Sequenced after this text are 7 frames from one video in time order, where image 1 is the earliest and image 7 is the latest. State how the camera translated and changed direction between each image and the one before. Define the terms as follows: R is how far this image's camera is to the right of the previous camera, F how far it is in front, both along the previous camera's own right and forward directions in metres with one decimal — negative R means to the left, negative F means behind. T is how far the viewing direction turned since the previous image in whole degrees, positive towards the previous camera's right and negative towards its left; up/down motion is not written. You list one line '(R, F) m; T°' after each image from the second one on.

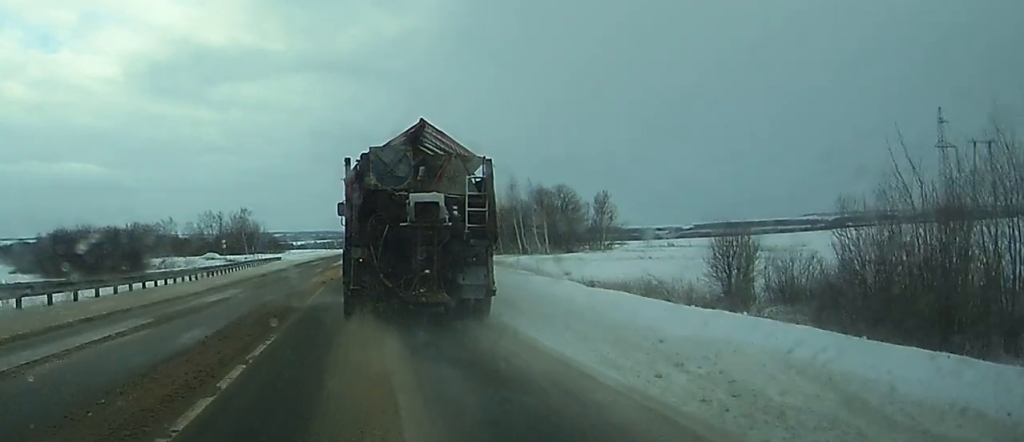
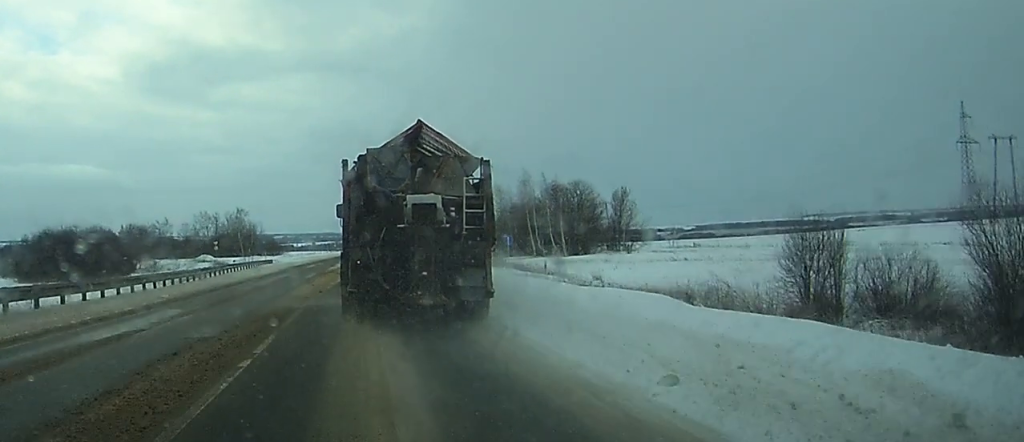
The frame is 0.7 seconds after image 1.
(0.0, +10.4) m; 0°
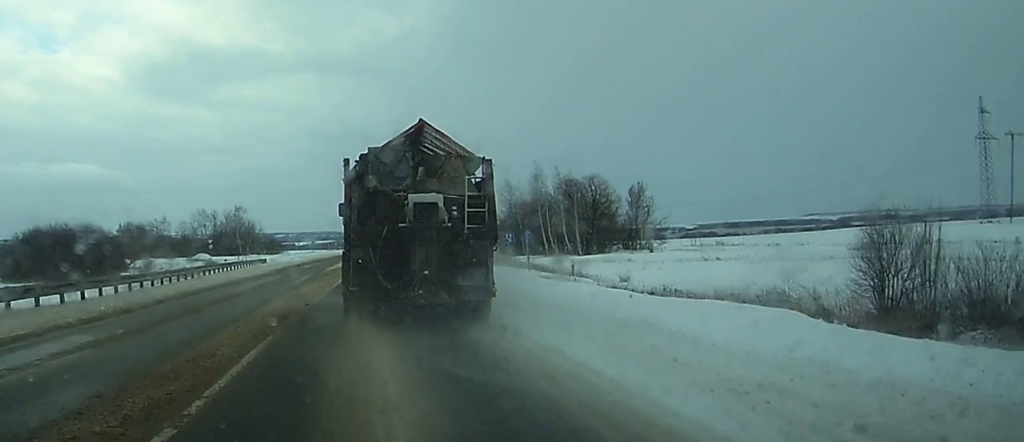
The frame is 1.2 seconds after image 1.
(0.0, +7.5) m; 0°
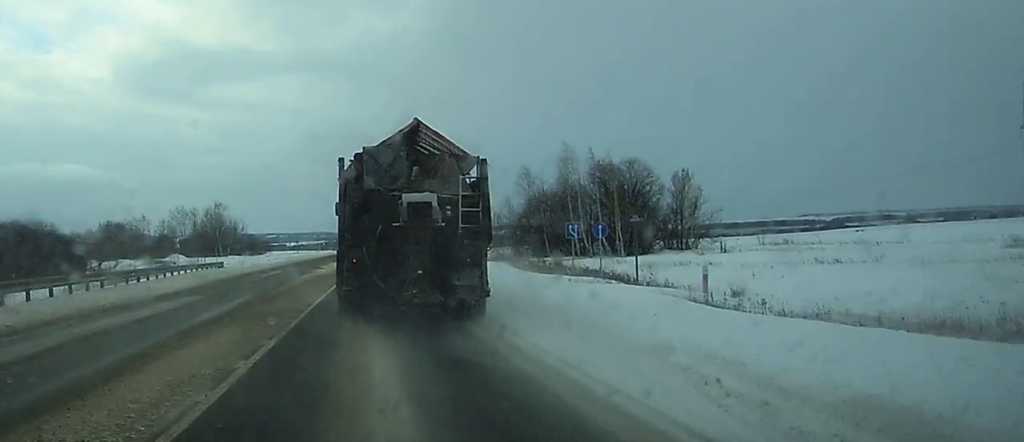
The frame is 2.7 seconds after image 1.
(+0.1, +22.0) m; 0°
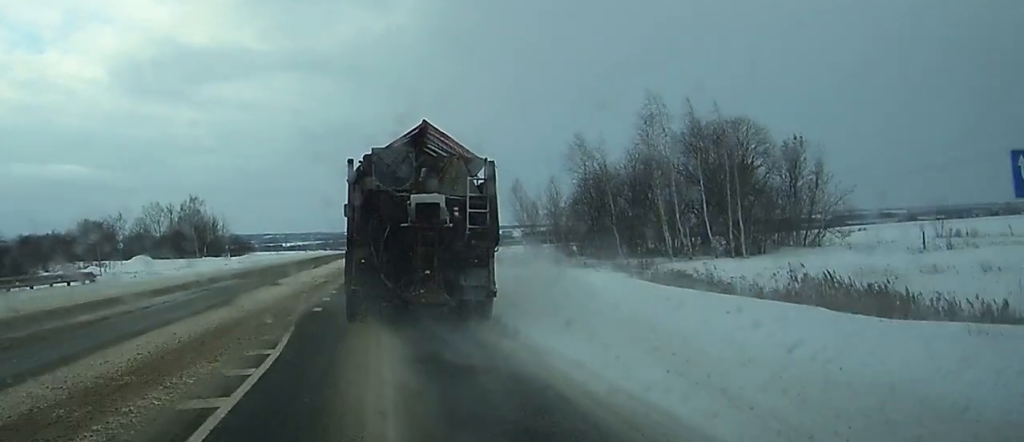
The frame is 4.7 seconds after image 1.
(+0.1, +31.1) m; +1°
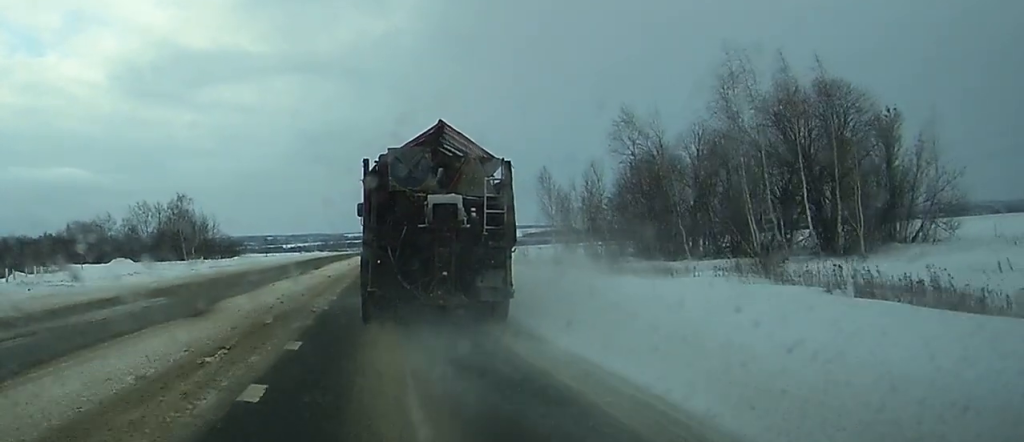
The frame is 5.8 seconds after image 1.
(+0.1, +15.5) m; 0°
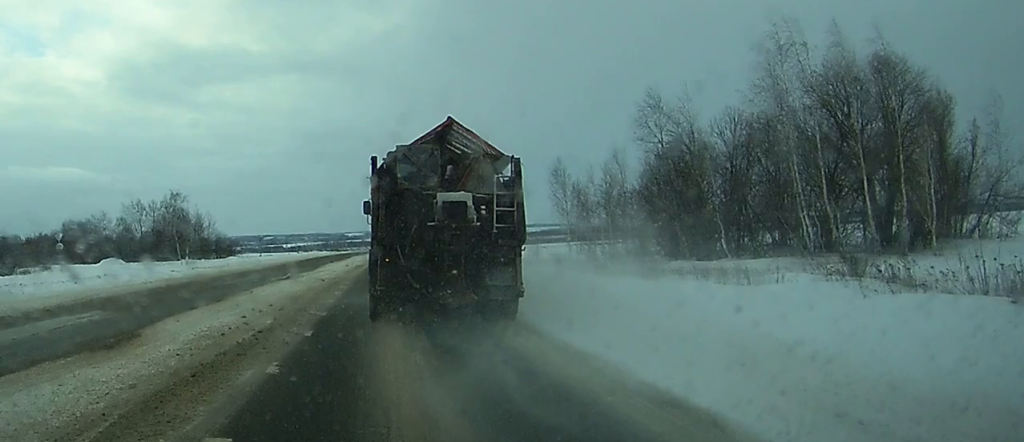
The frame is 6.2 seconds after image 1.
(0.0, +6.5) m; 0°
